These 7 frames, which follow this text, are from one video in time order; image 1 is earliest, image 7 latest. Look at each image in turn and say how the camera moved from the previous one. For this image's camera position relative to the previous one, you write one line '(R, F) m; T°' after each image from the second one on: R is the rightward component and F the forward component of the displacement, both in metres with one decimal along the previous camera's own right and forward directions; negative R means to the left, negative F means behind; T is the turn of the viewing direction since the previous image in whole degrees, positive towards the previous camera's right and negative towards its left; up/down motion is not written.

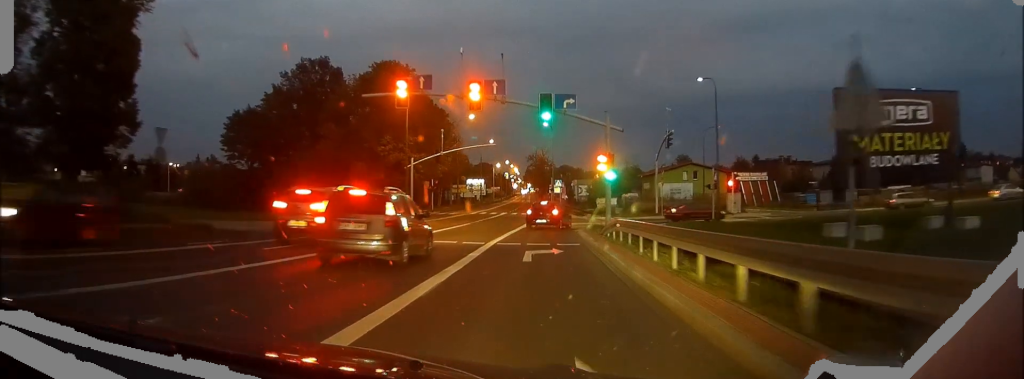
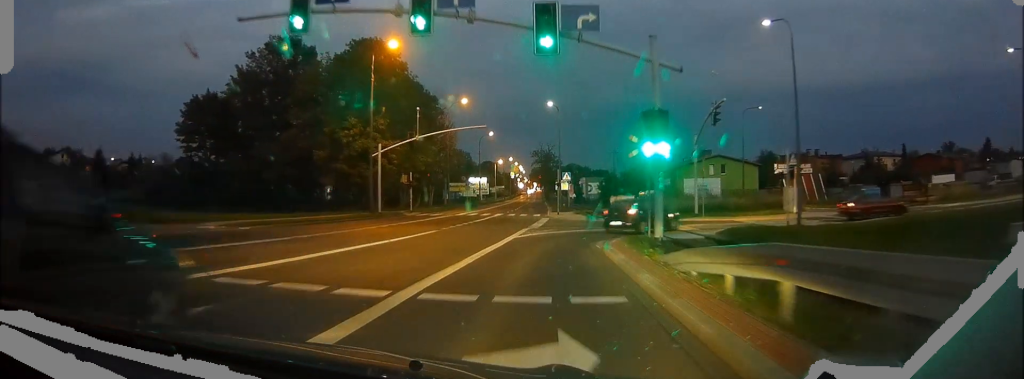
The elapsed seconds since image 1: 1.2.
(0.0, +13.4) m; 0°
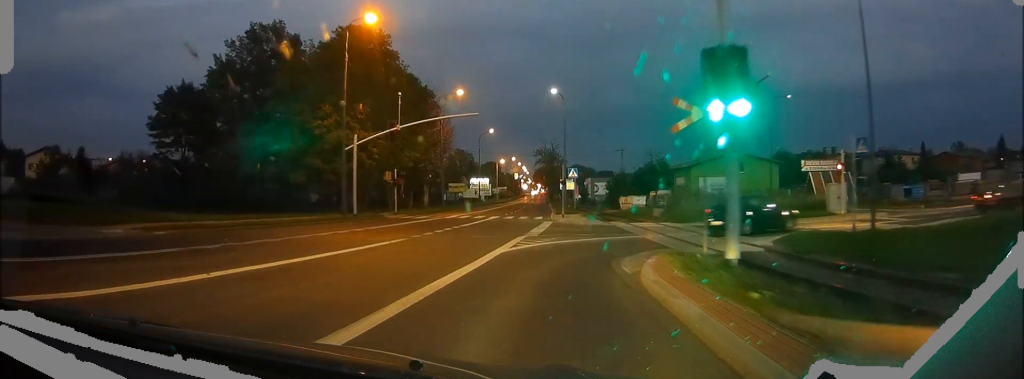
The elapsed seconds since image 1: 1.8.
(0.0, +6.8) m; 0°
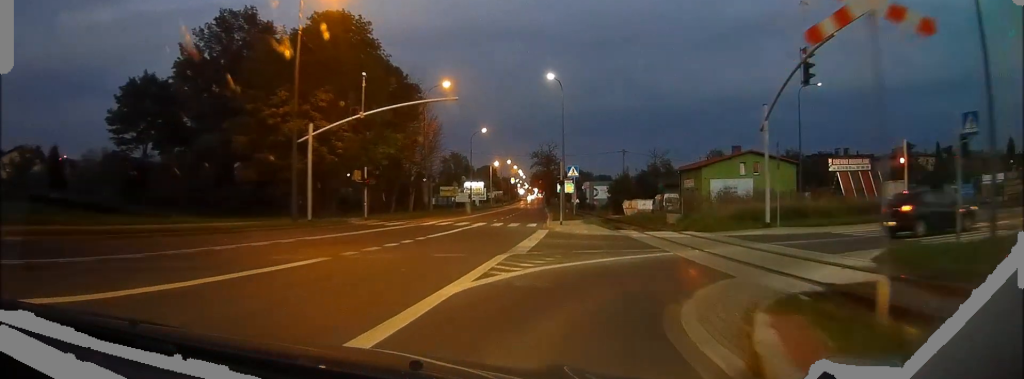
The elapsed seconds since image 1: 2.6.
(0.0, +7.4) m; +1°
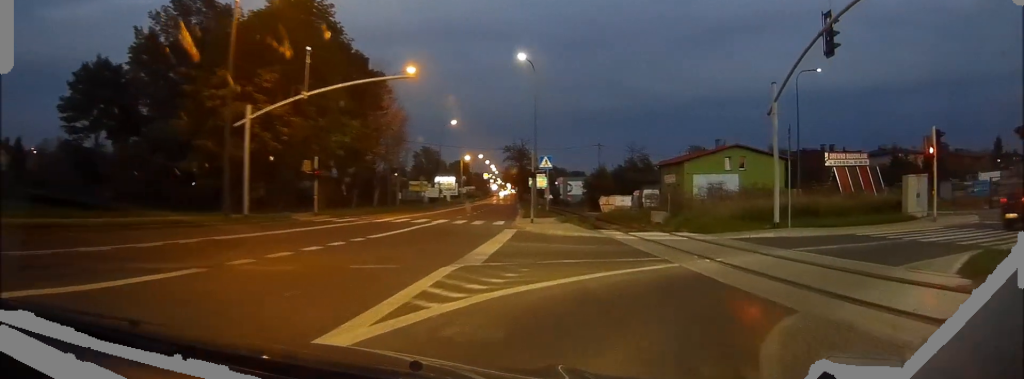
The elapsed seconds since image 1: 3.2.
(0.0, +4.5) m; +3°
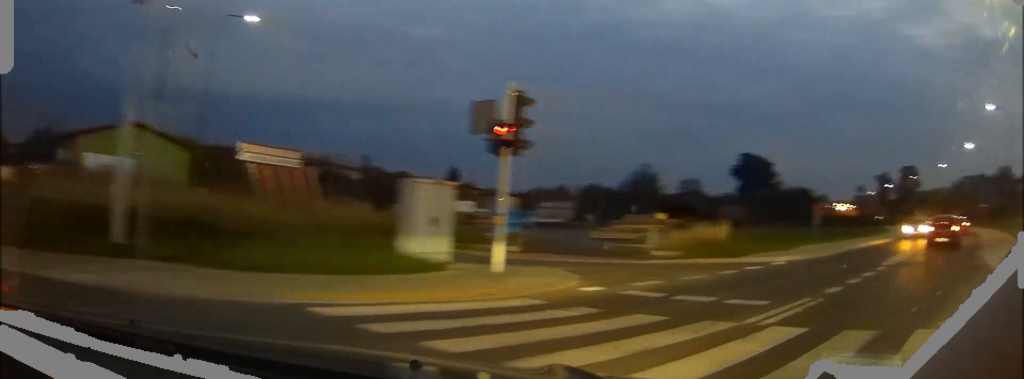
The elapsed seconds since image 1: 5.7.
(+6.4, +12.8) m; +58°
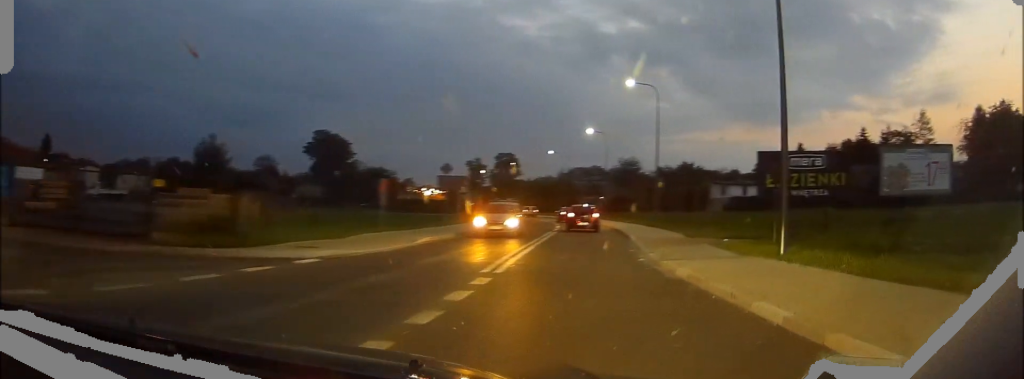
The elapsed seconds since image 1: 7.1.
(+1.5, +7.9) m; +20°
